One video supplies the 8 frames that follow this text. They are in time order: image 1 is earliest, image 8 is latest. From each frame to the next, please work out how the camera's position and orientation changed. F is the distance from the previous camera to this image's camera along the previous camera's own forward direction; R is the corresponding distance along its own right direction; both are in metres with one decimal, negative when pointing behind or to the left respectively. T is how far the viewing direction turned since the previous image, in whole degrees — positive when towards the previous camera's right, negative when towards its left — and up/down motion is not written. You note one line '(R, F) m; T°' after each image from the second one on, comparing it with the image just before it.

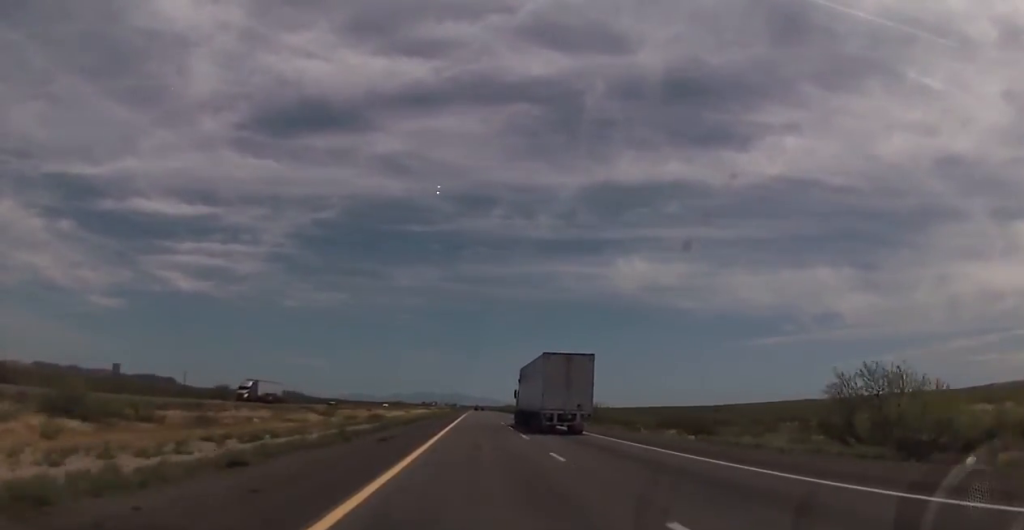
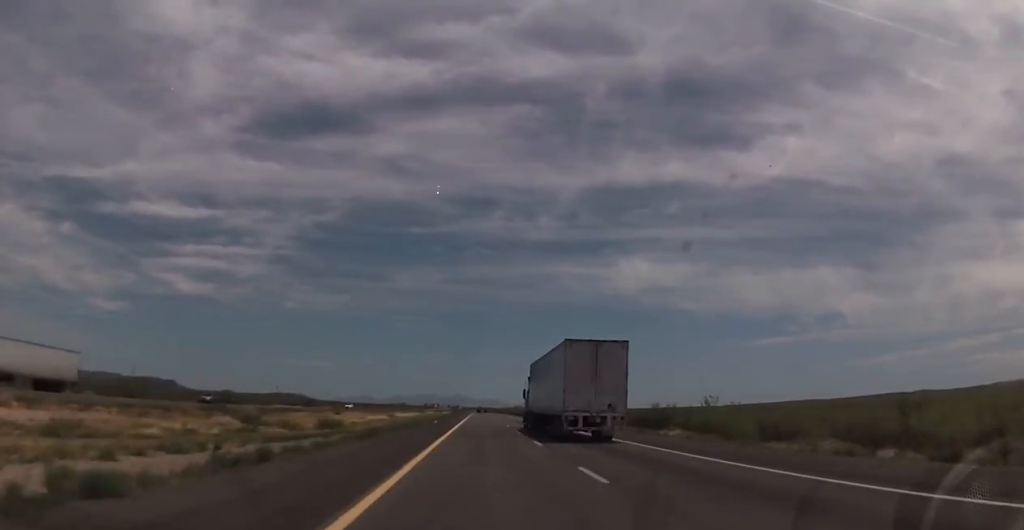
(-0.4, +41.3) m; 0°
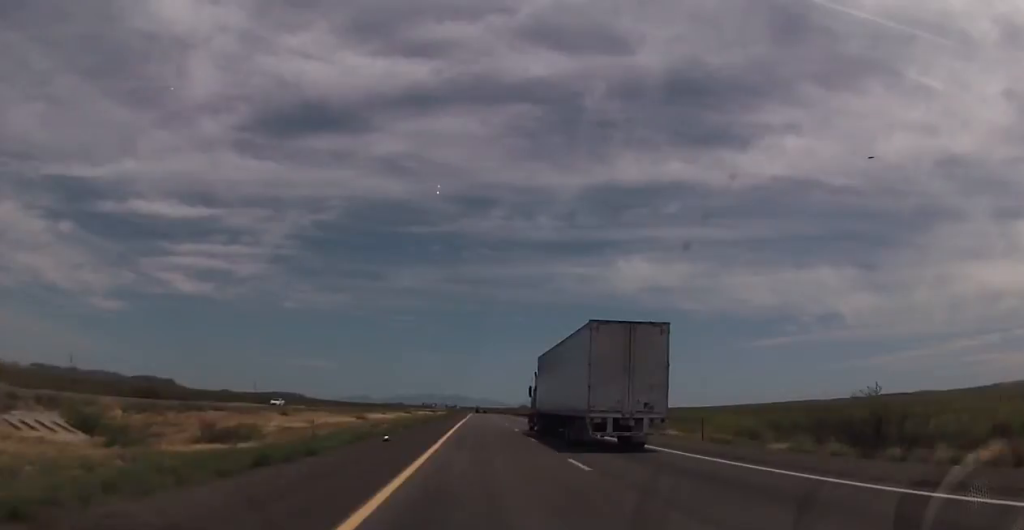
(+0.5, +34.0) m; 0°
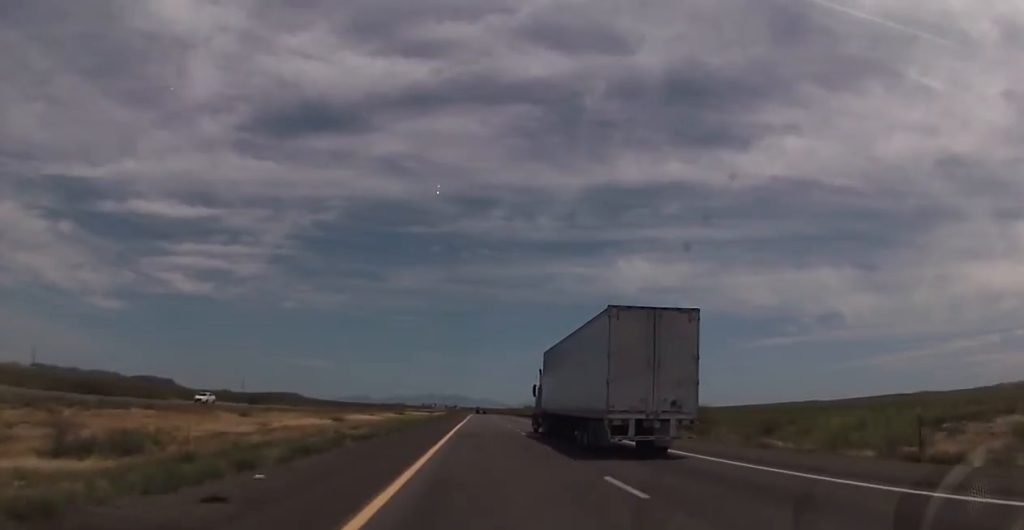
(-0.1, +17.0) m; 0°
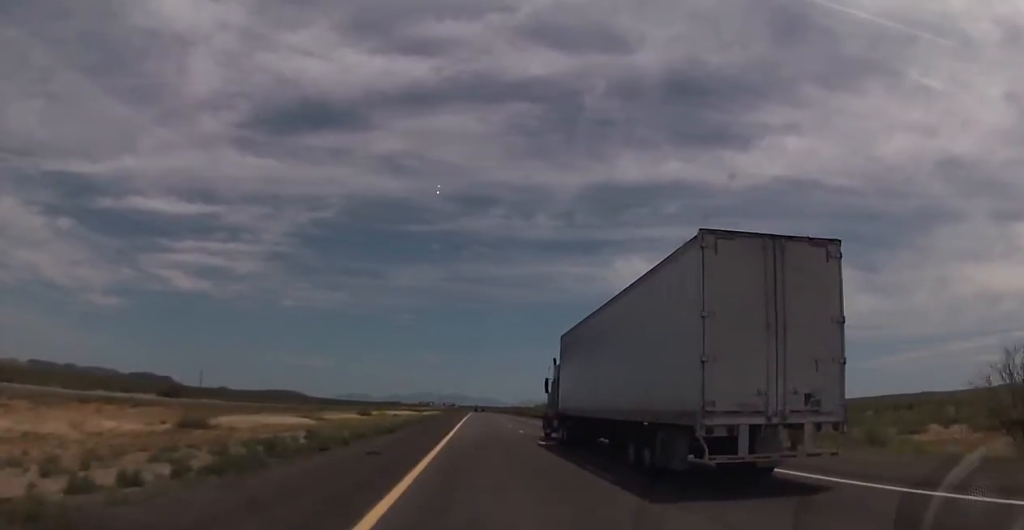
(-0.1, +46.2) m; 0°
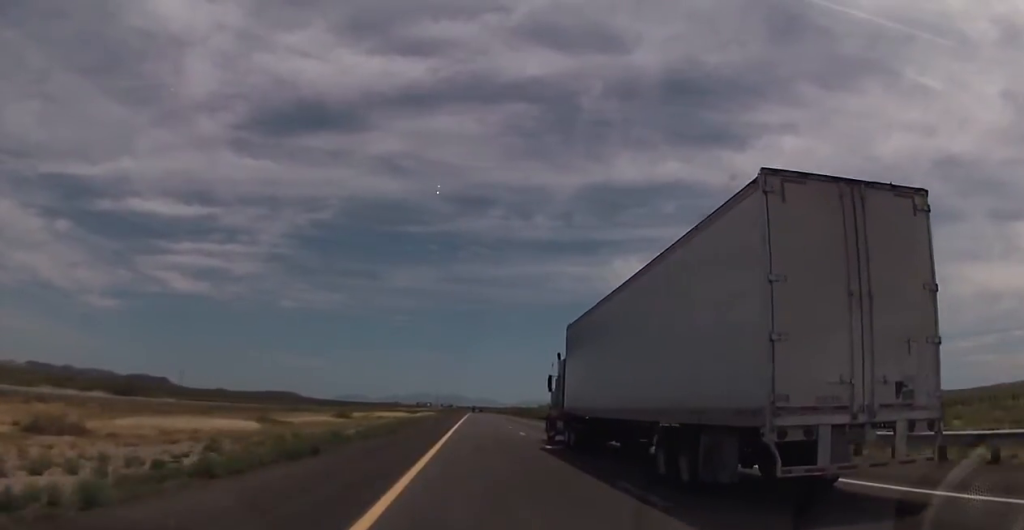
(+0.3, +15.9) m; 0°
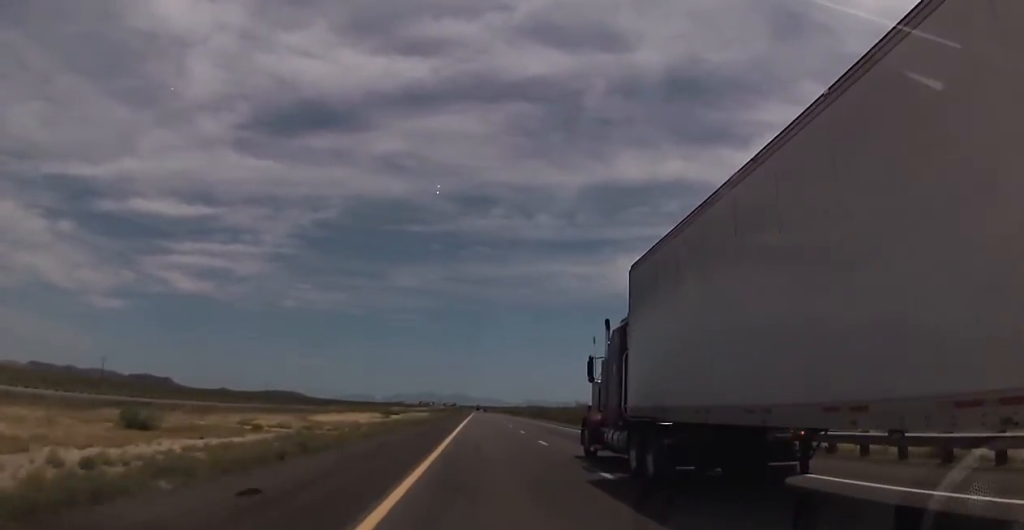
(-0.2, +57.2) m; 0°
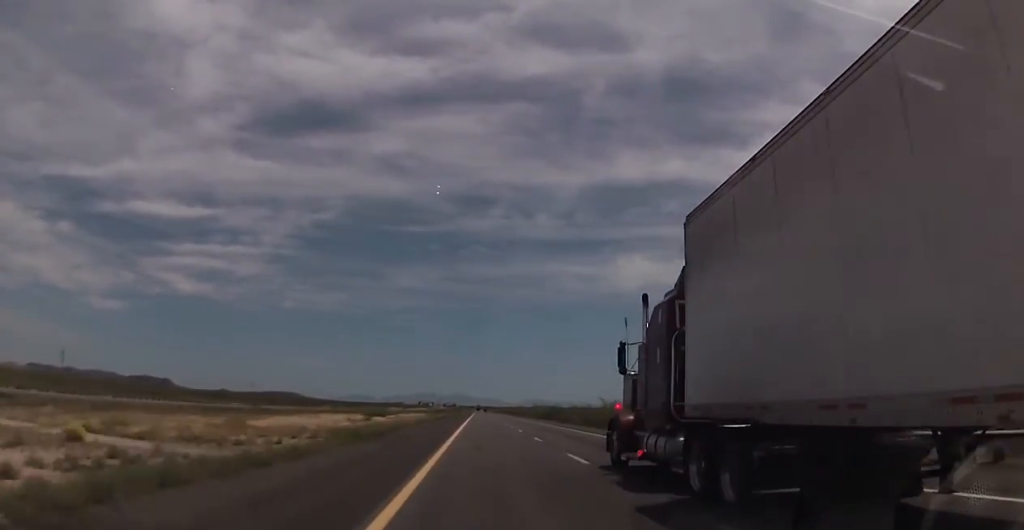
(+0.2, +20.7) m; 0°
